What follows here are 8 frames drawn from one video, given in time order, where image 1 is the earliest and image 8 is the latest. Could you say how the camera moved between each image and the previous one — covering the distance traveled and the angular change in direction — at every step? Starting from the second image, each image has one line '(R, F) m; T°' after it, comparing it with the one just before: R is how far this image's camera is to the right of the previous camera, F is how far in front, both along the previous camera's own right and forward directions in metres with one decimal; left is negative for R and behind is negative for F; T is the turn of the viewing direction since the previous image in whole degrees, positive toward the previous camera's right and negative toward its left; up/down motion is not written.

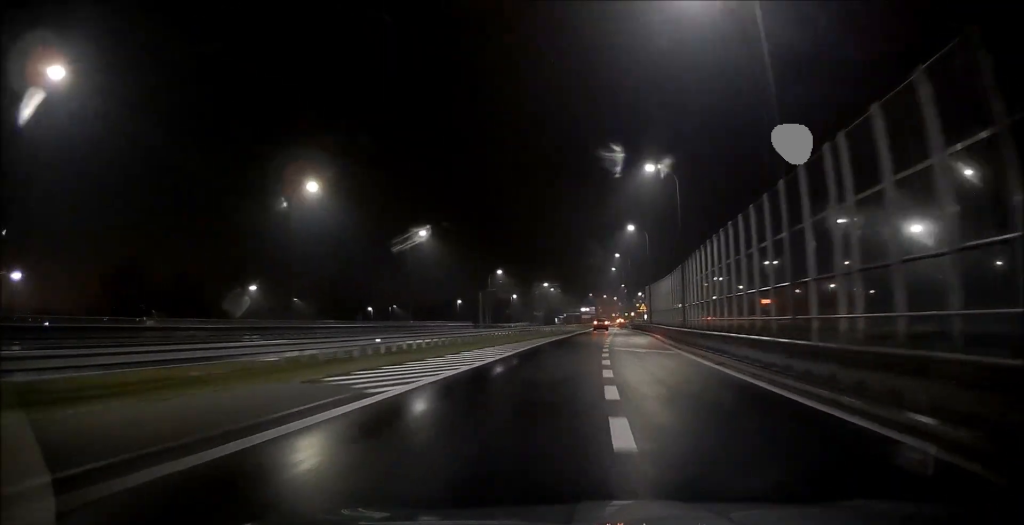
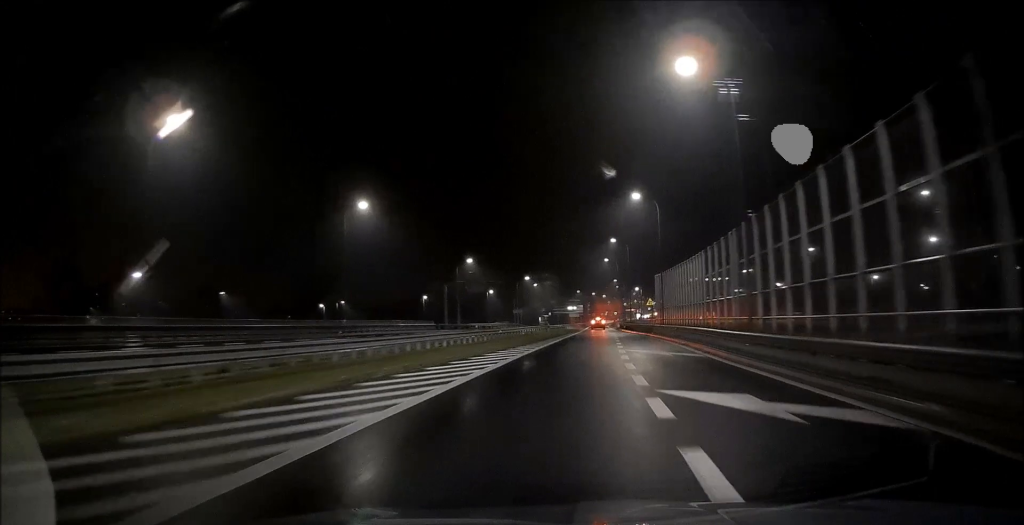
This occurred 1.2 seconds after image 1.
(+0.3, +18.1) m; +2°
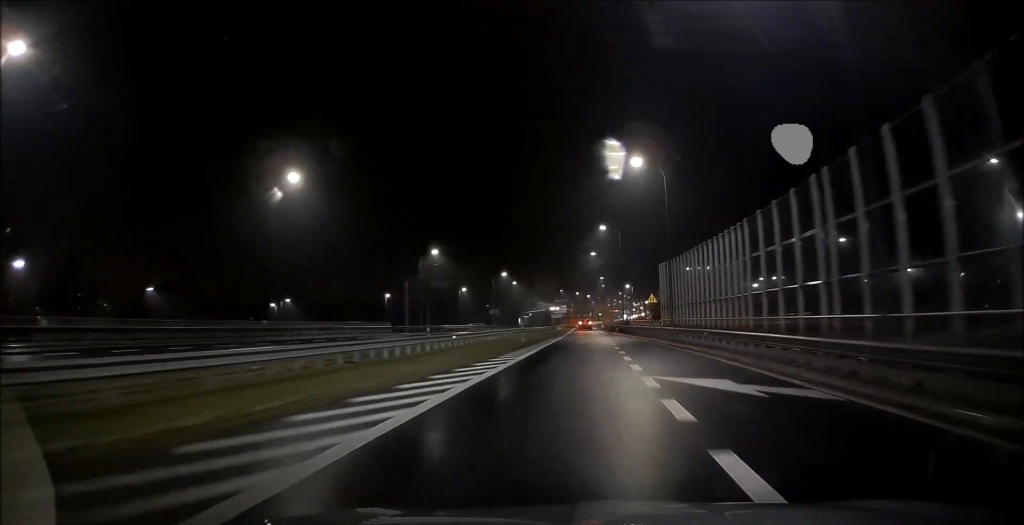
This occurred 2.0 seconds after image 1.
(+0.1, +12.4) m; +1°
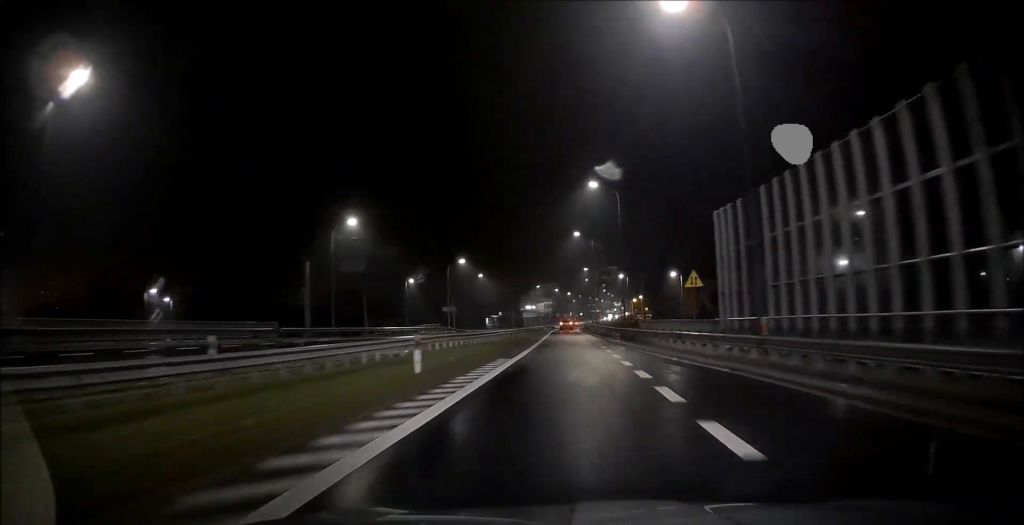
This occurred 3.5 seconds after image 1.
(+0.3, +23.1) m; +3°
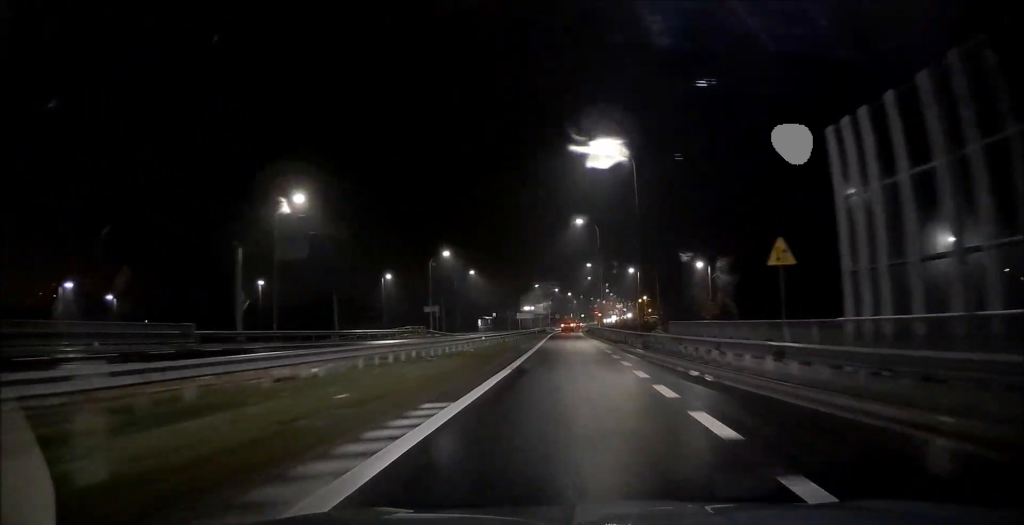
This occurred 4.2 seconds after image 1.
(+0.3, +11.1) m; +1°
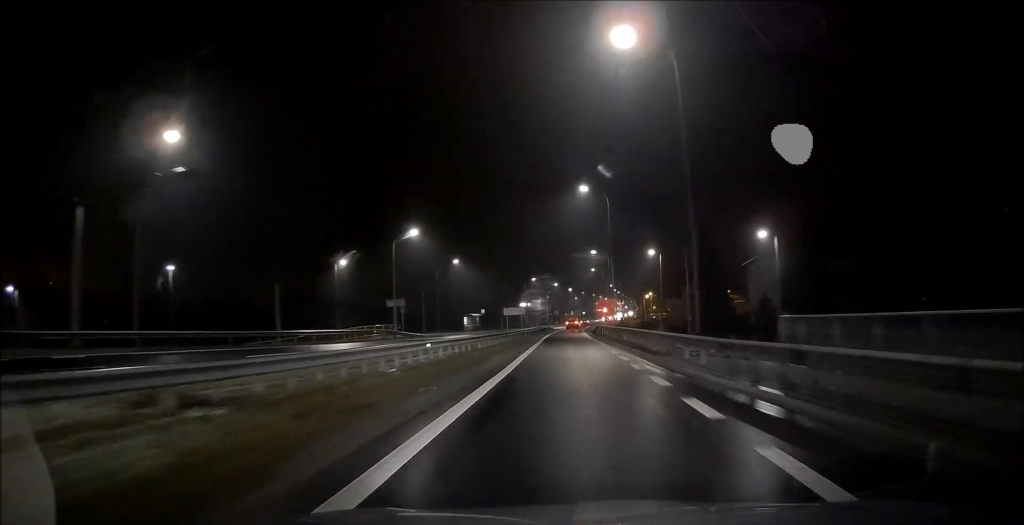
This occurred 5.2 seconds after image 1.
(-0.2, +15.0) m; 0°
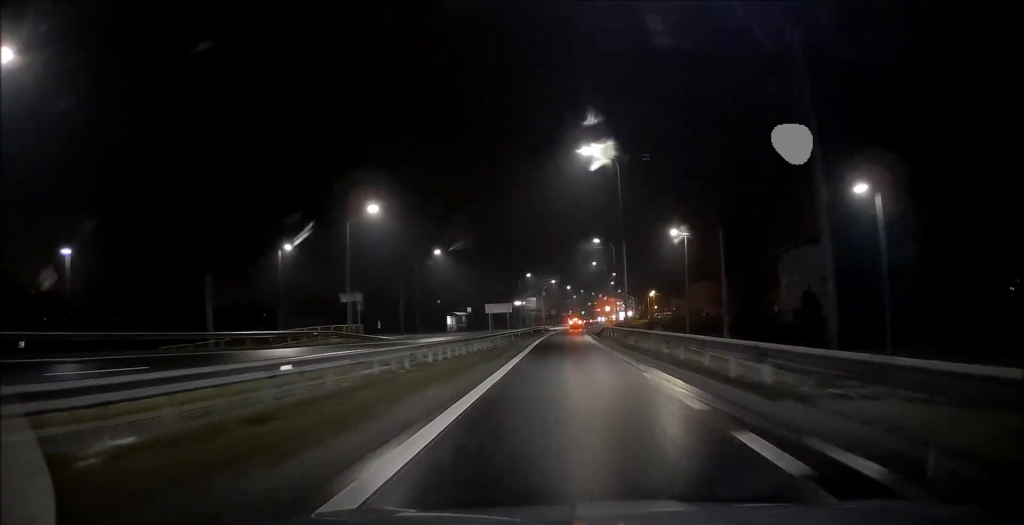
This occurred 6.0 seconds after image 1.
(+0.2, +11.3) m; 0°
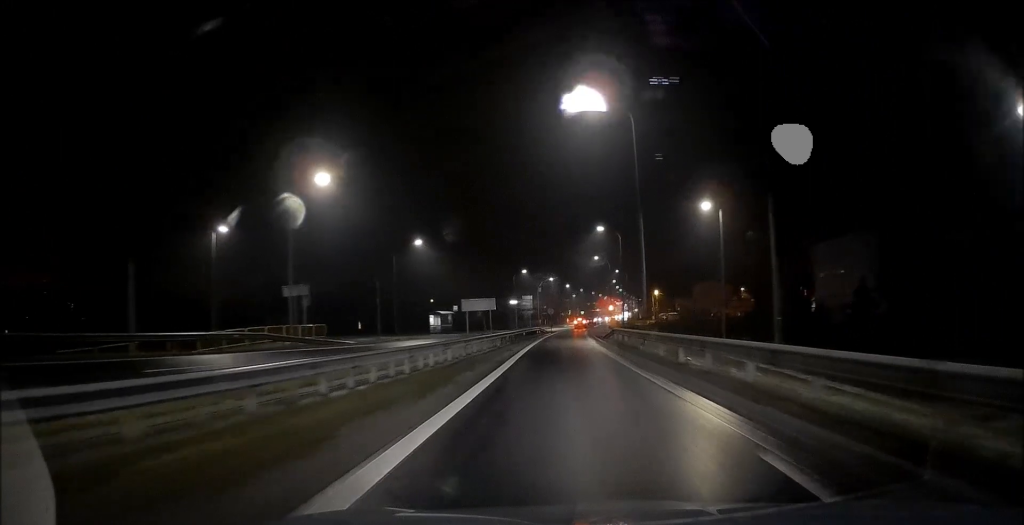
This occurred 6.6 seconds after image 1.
(+0.1, +9.3) m; 0°
